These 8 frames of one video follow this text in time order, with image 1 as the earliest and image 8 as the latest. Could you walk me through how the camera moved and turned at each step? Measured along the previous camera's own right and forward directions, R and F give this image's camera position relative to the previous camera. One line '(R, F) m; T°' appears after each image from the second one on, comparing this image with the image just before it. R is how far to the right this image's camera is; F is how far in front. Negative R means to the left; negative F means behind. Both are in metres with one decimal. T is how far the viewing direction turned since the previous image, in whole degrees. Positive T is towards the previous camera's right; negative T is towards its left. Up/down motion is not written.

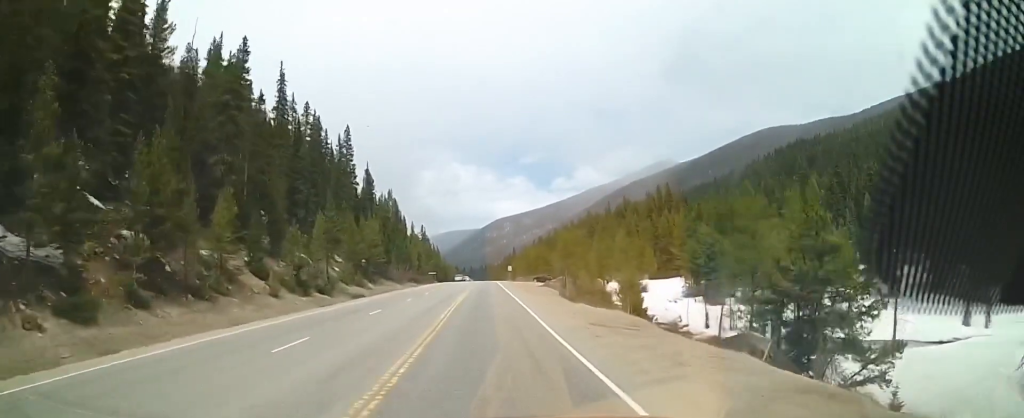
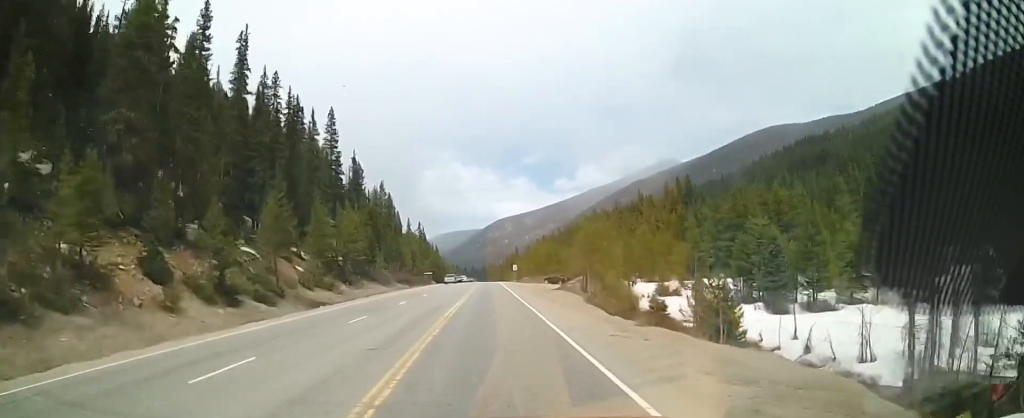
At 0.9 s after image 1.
(-0.1, +16.8) m; 0°
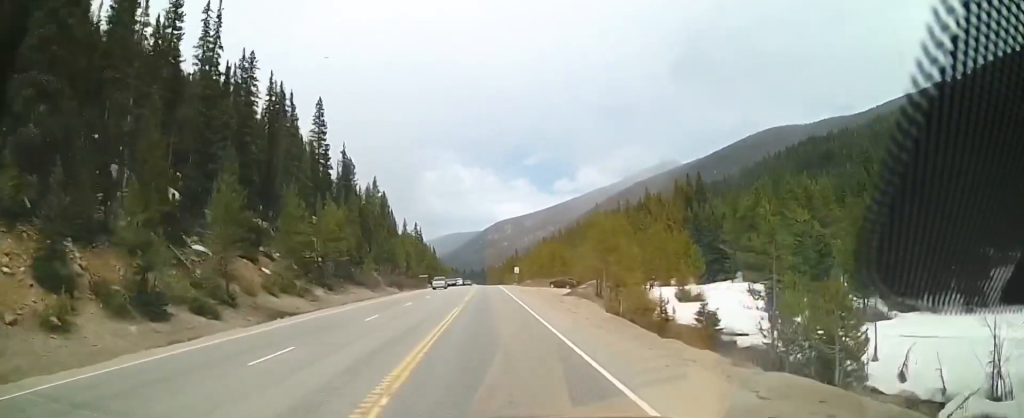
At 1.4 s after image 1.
(+0.2, +9.8) m; 0°
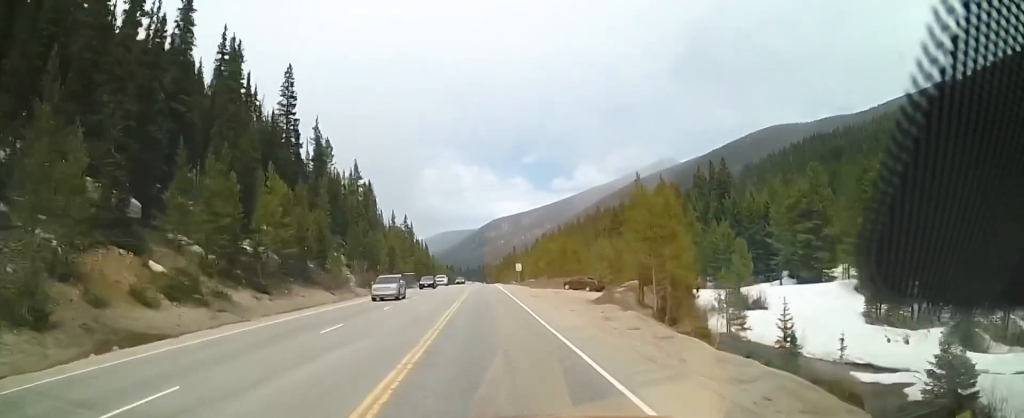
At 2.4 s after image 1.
(-0.3, +19.1) m; -1°
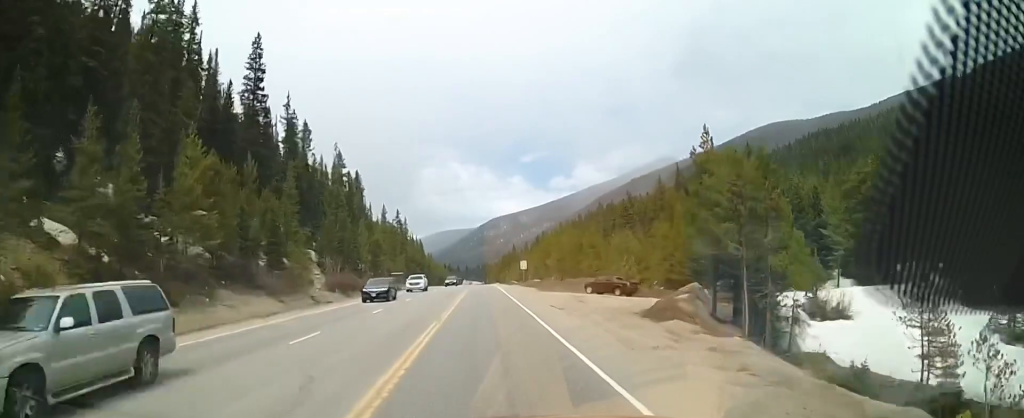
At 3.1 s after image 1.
(0.0, +15.4) m; 0°
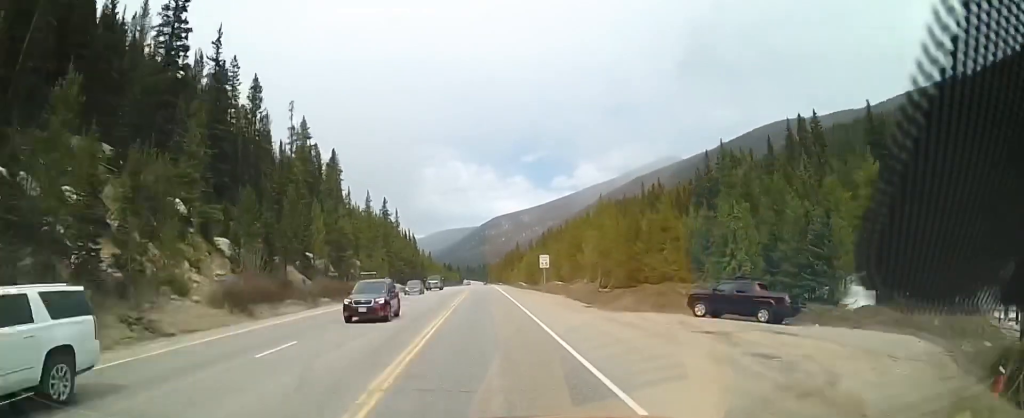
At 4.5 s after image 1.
(+0.1, +27.2) m; 0°
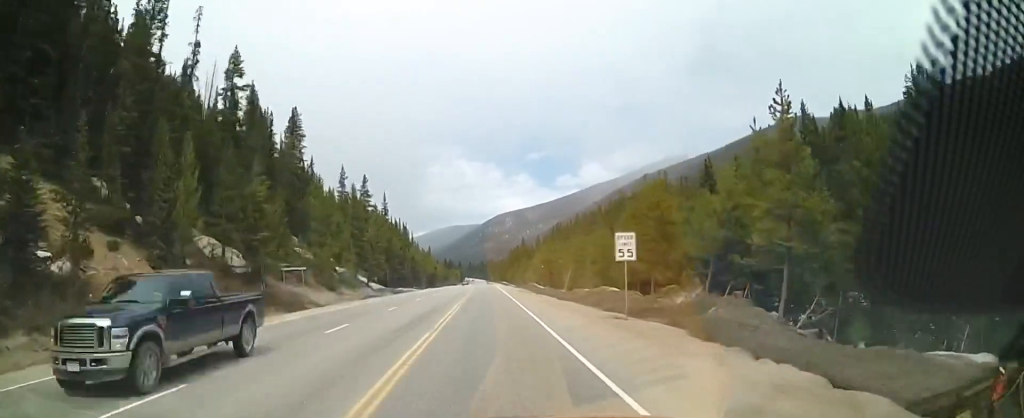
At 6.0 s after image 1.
(+0.2, +31.3) m; 0°
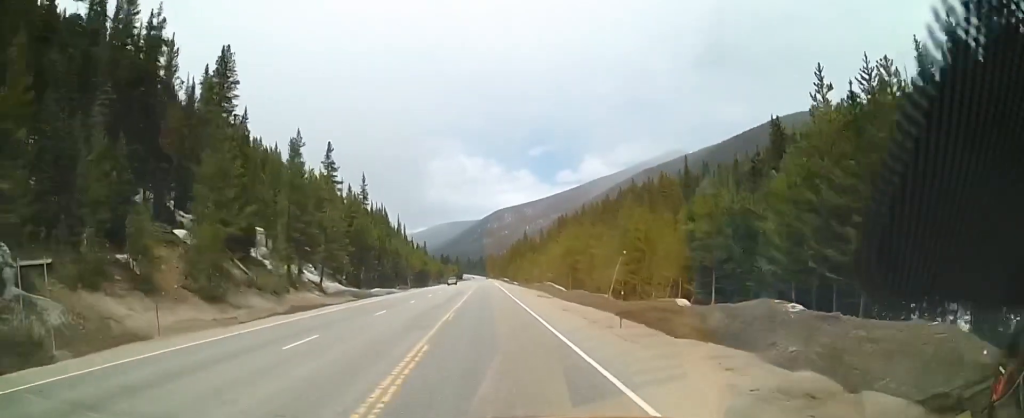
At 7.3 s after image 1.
(-0.6, +29.1) m; -1°
